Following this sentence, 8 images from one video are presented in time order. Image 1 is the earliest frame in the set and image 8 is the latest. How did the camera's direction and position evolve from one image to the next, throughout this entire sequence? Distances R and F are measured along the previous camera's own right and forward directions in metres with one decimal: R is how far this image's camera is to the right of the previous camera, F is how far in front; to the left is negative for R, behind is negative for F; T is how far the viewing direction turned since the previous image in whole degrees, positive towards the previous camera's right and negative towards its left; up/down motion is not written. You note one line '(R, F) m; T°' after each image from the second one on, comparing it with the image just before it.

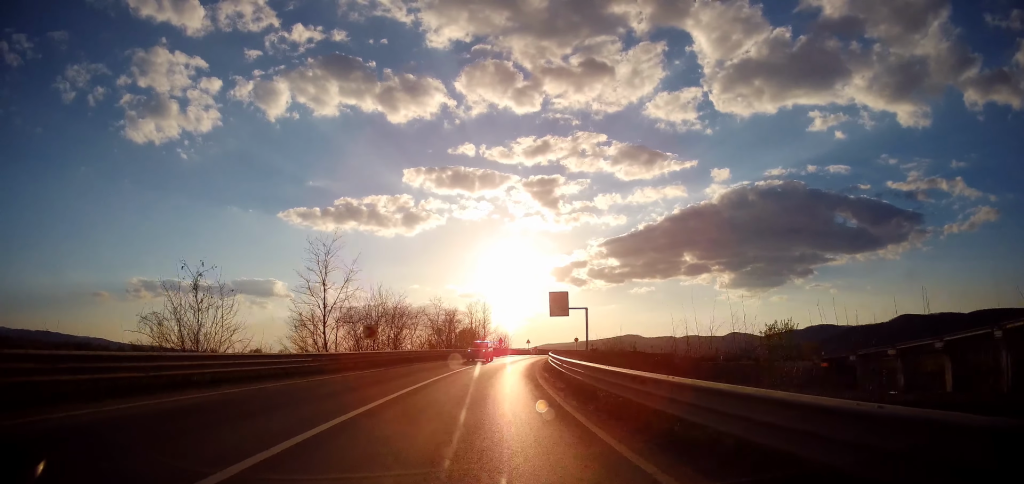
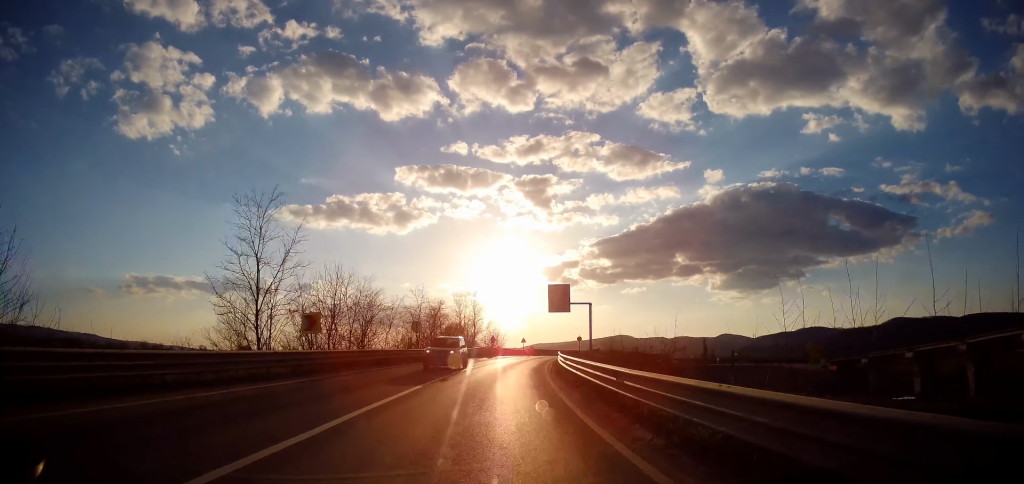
(-0.4, +9.5) m; -3°
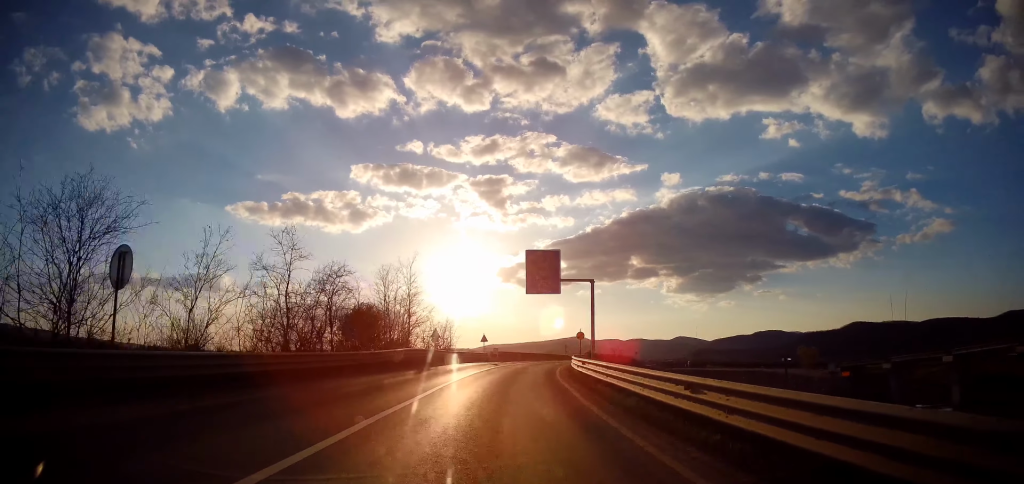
(+0.4, +26.9) m; +3°
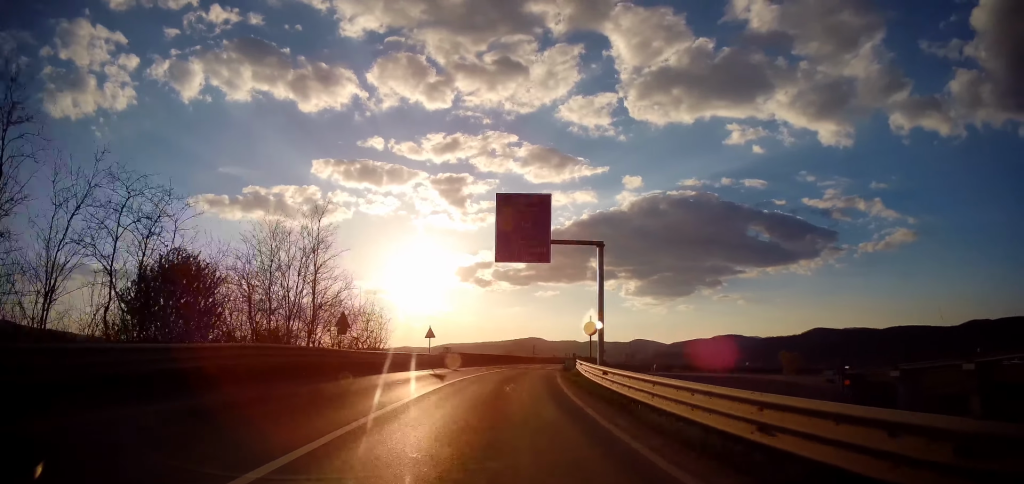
(+0.6, +17.6) m; +3°
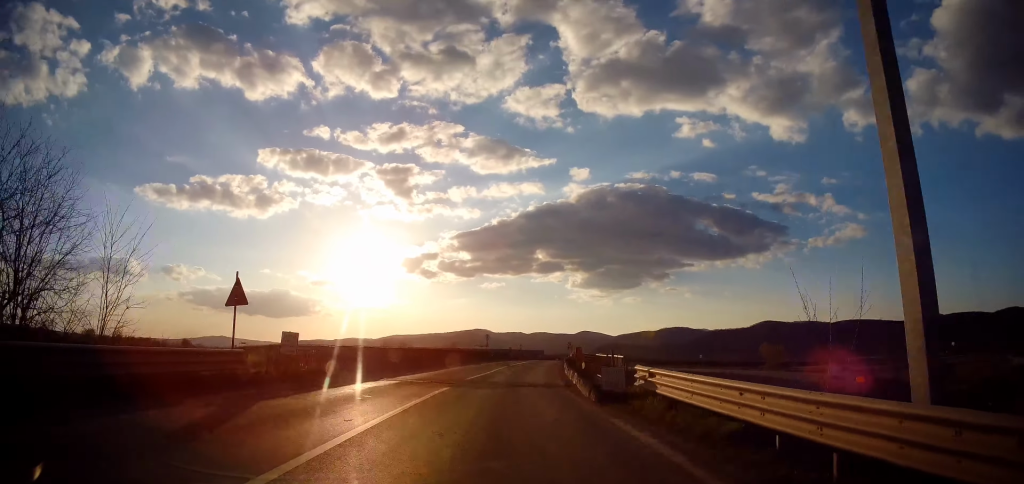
(+0.6, +24.3) m; +5°
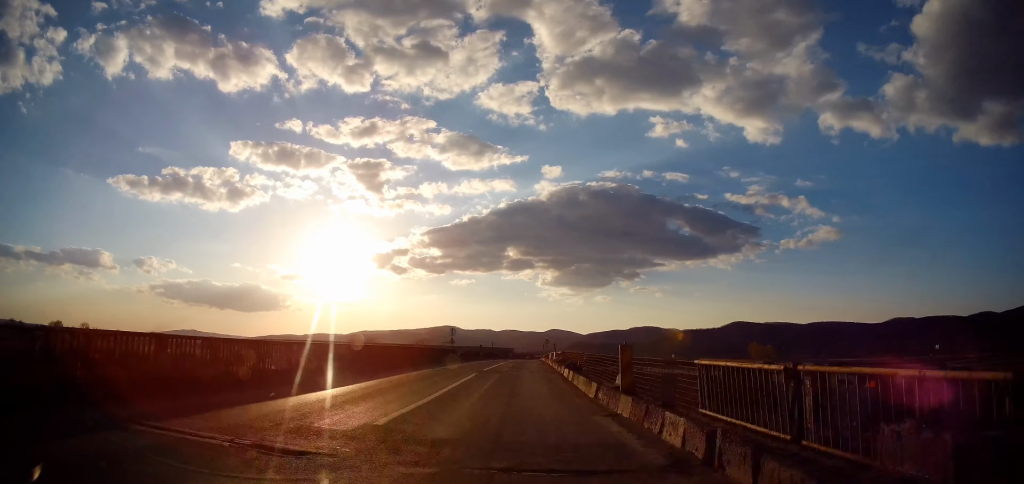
(+0.5, +12.4) m; +3°
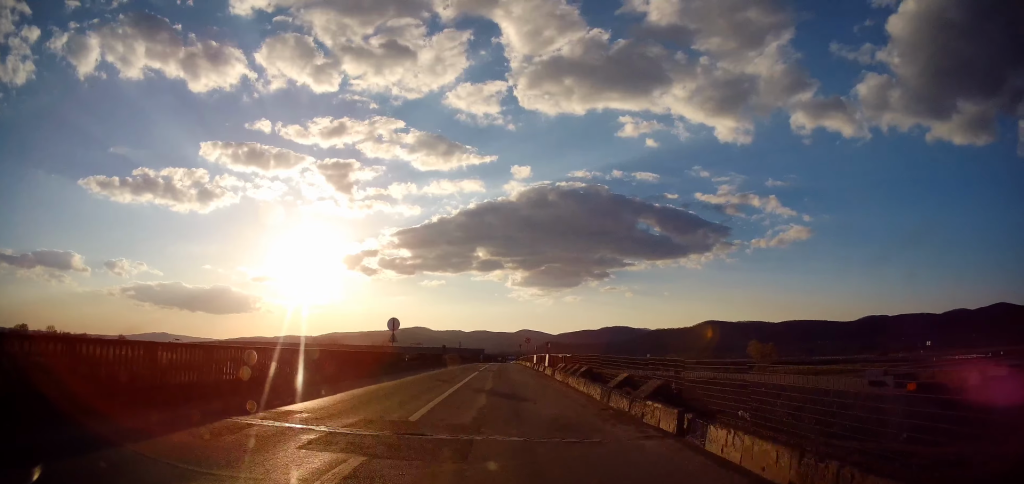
(+0.7, +18.5) m; +4°
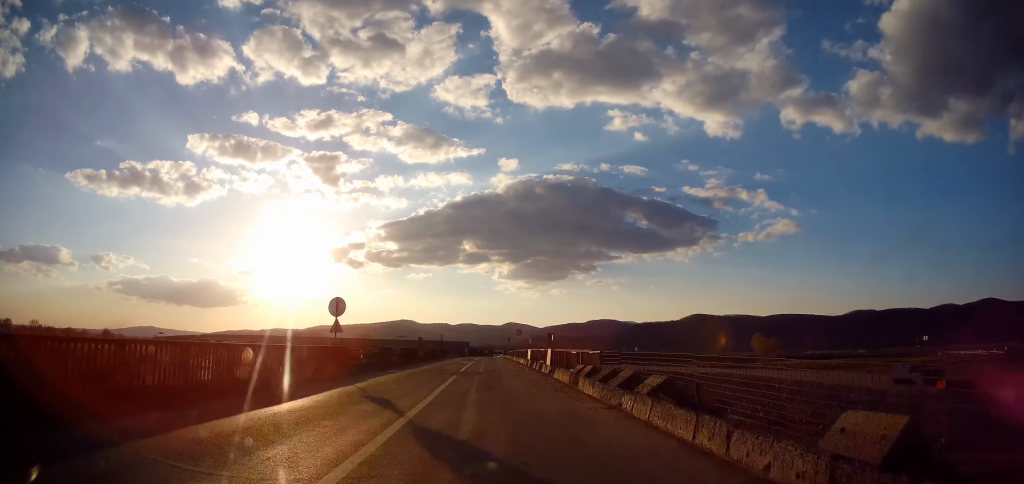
(-0.2, +9.7) m; +2°
